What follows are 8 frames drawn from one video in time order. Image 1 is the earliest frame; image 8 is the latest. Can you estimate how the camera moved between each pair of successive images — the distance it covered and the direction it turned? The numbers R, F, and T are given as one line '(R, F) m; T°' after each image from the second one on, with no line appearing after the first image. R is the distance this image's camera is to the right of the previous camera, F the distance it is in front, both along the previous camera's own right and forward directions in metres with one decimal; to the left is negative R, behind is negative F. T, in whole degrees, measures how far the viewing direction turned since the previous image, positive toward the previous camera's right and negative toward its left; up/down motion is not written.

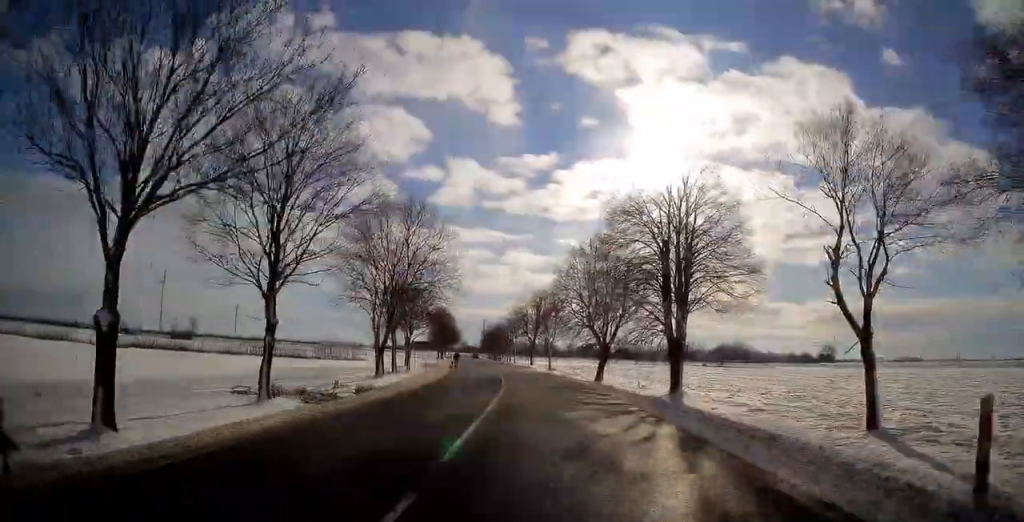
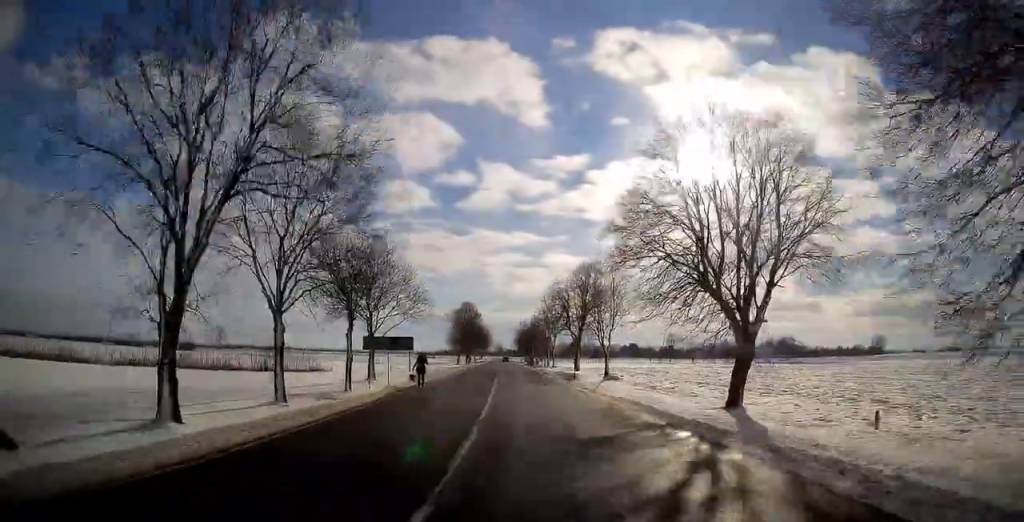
(-1.4, +31.0) m; -4°
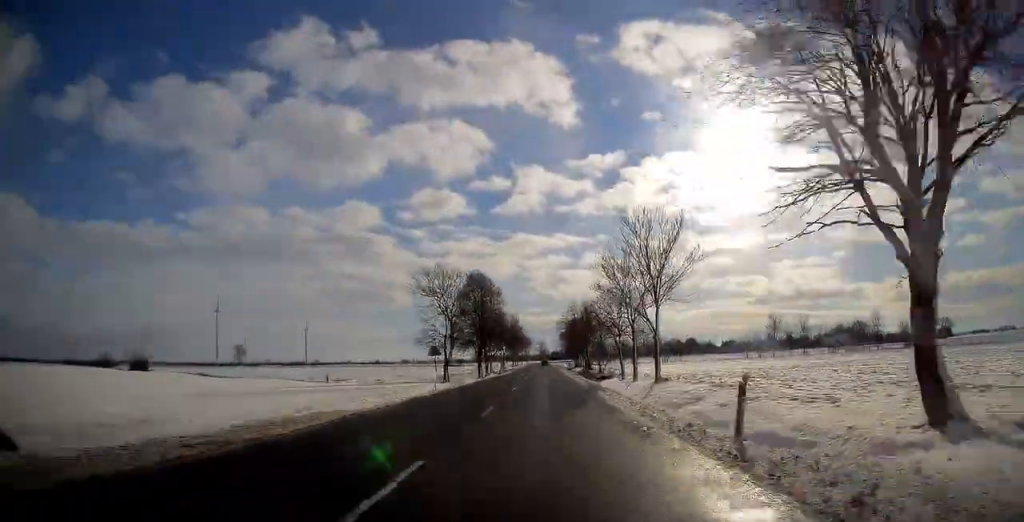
(-3.2, +63.8) m; -4°
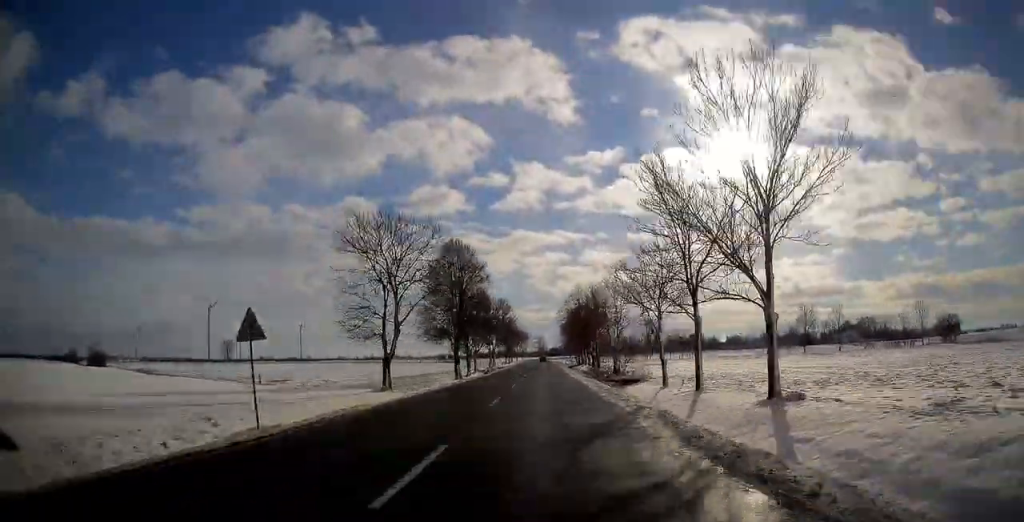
(-0.2, +22.8) m; 0°
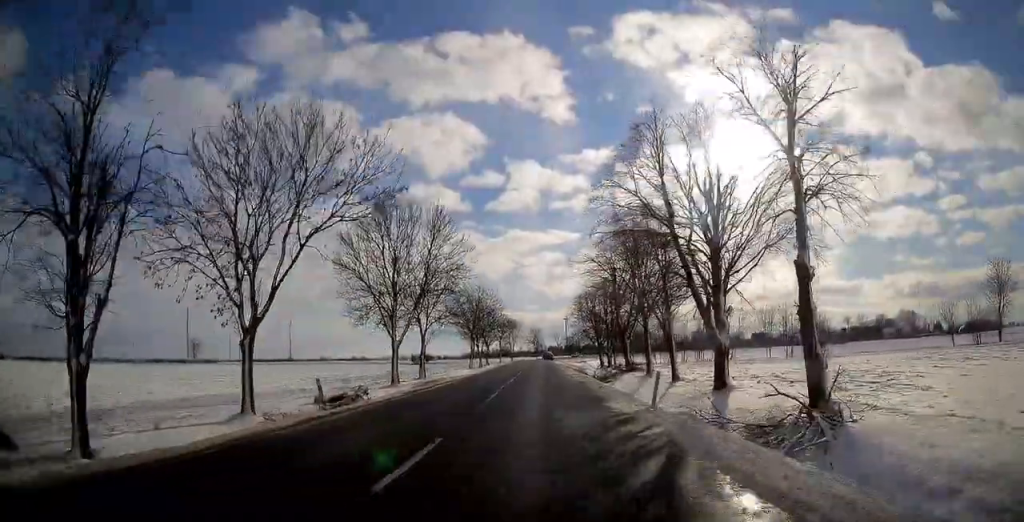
(+0.2, +70.8) m; 0°
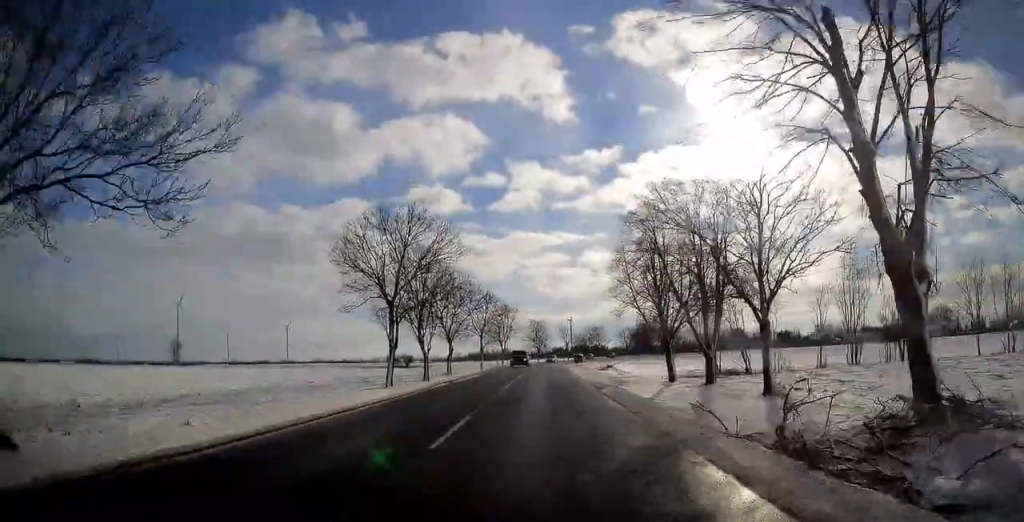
(-0.2, +44.8) m; 0°
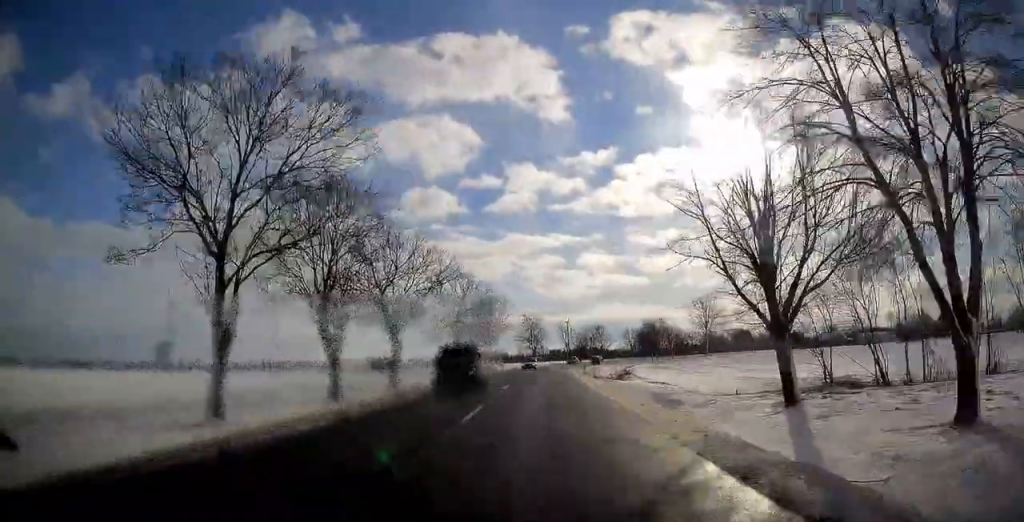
(-0.1, +20.4) m; 0°
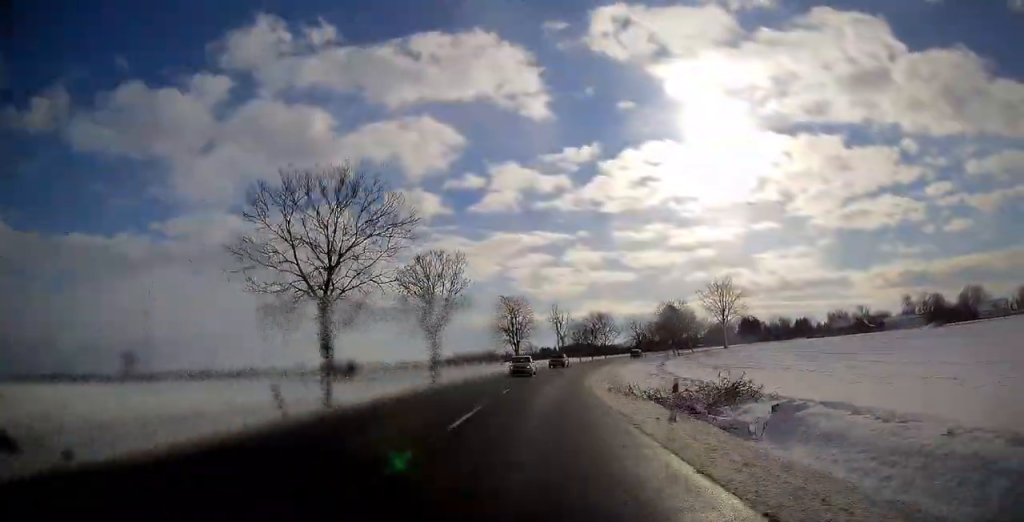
(+0.3, +36.1) m; +2°
